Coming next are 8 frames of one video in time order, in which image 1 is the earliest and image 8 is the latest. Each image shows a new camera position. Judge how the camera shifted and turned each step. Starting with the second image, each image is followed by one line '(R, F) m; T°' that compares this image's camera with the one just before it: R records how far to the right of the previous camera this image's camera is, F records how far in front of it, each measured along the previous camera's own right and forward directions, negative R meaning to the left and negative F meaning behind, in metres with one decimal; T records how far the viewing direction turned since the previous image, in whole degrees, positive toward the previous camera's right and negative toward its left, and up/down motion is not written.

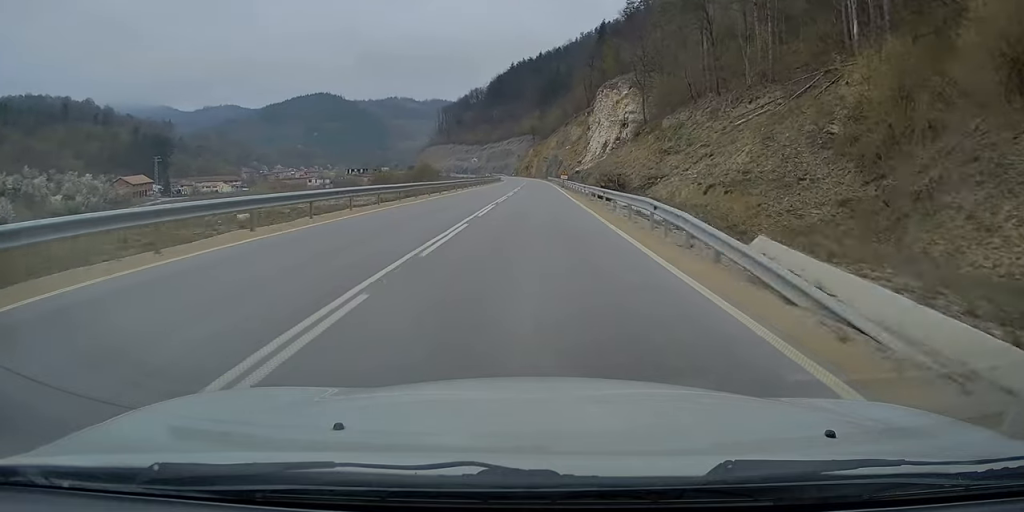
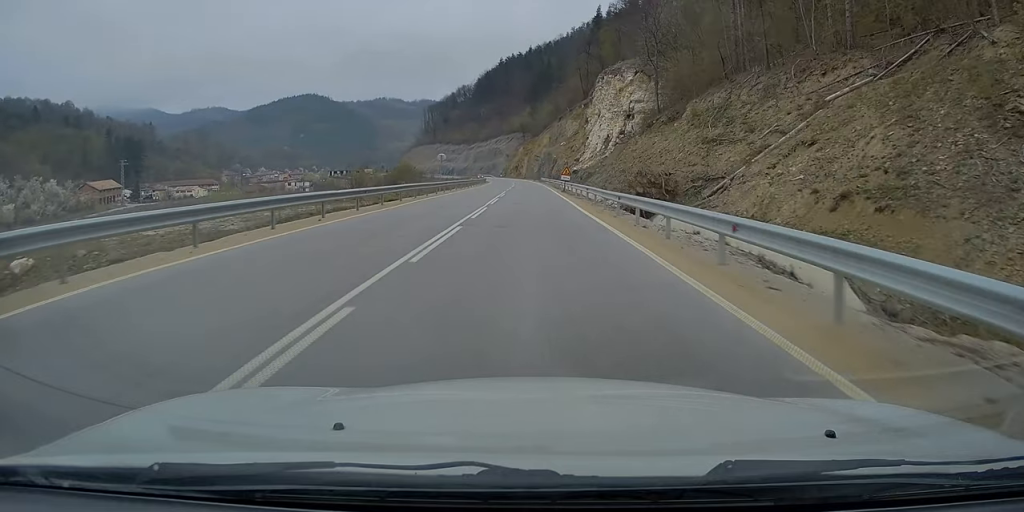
(-0.1, +18.3) m; -1°
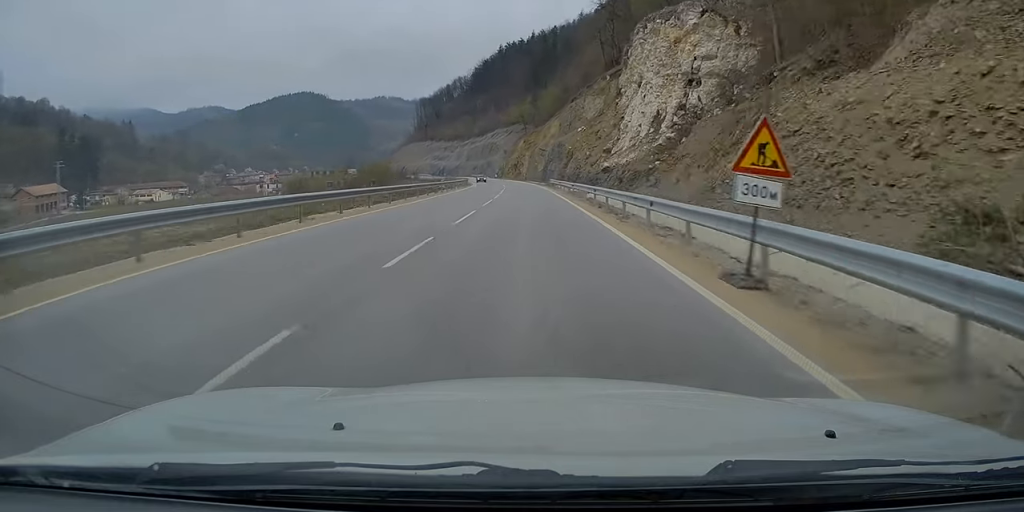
(-0.5, +41.6) m; -1°
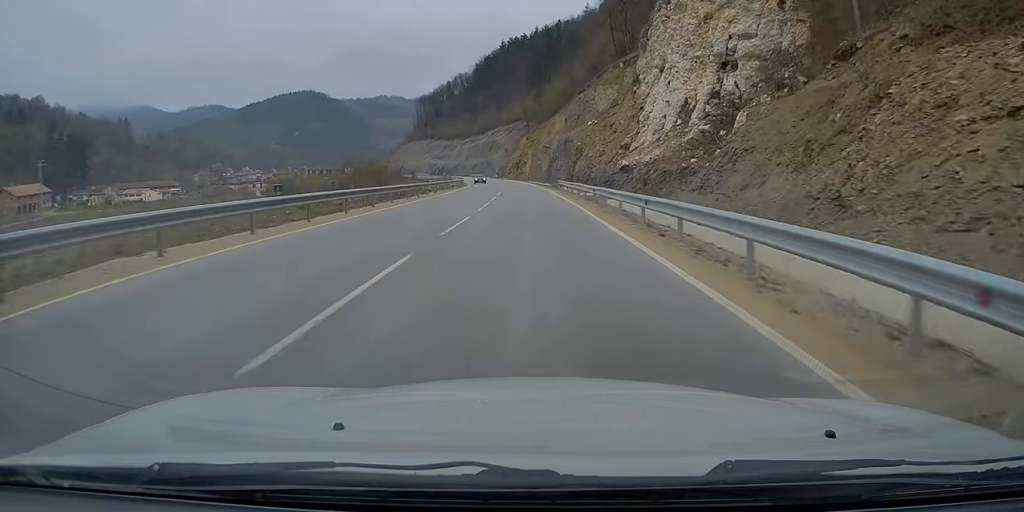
(0.0, +11.2) m; 0°
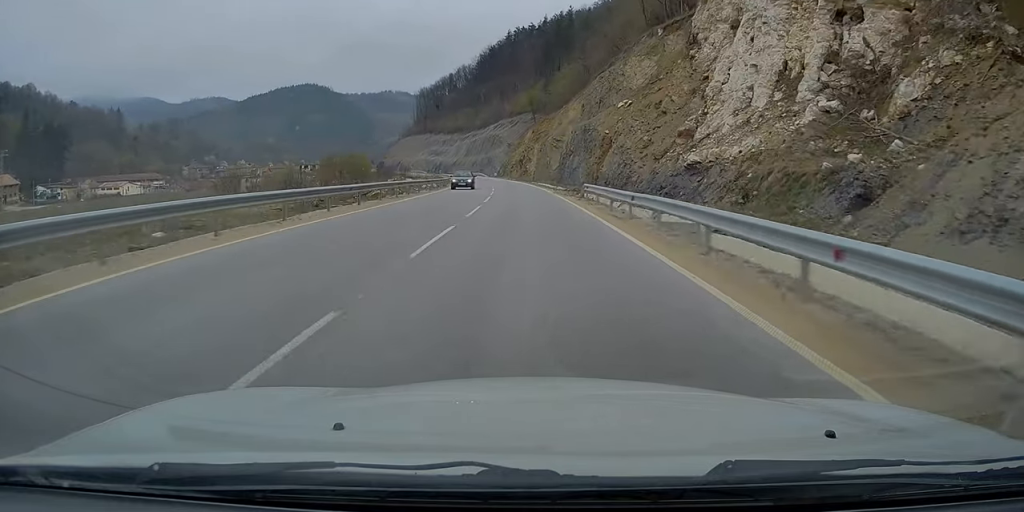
(-0.1, +21.7) m; -1°
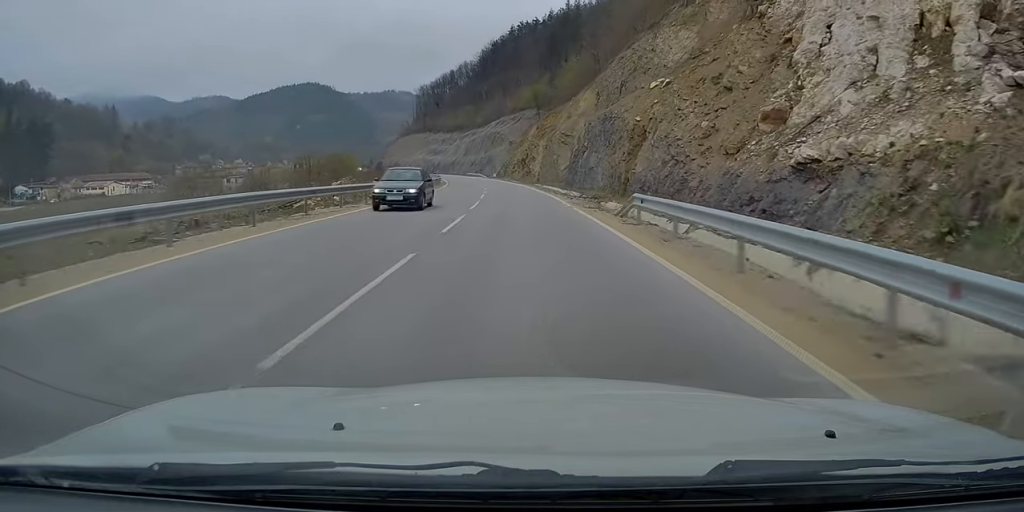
(0.0, +13.9) m; -1°
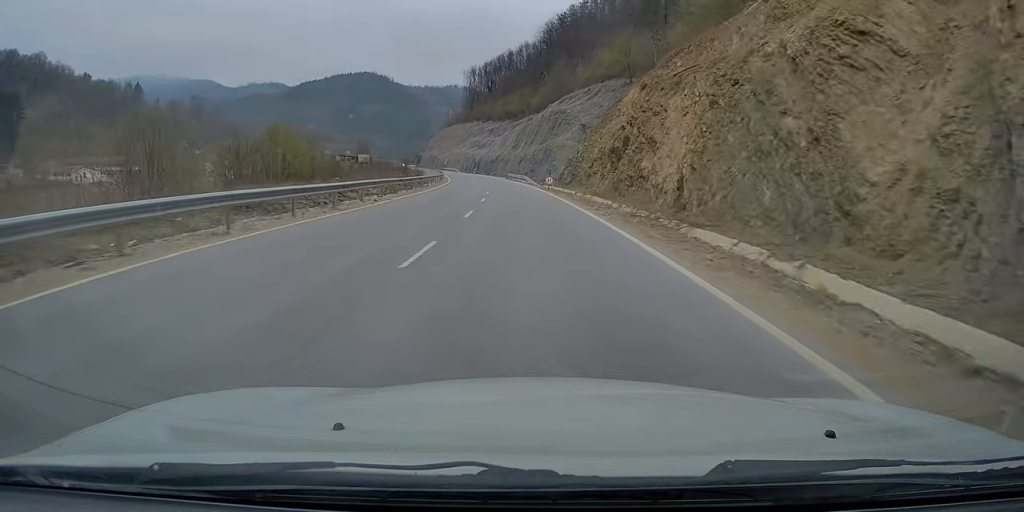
(-2.6, +58.8) m; -6°
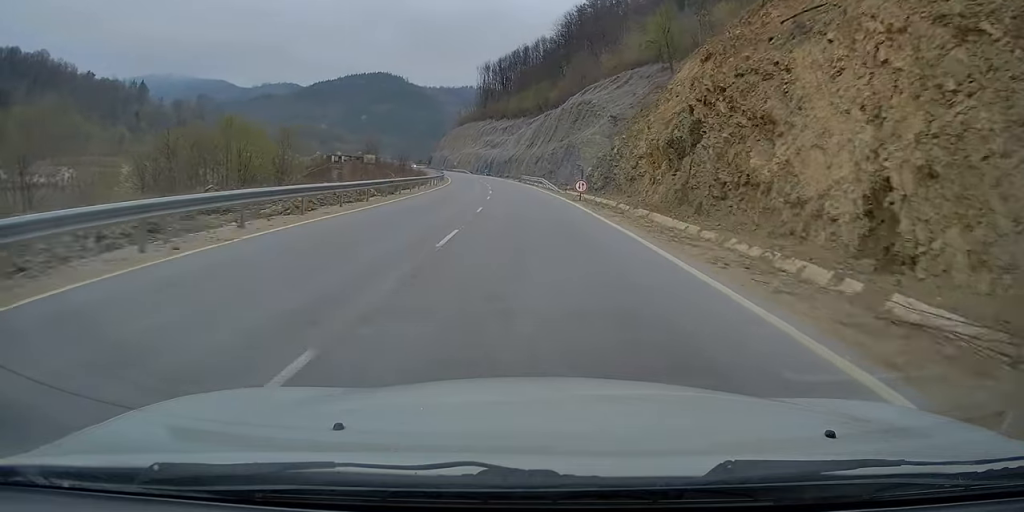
(-0.3, +15.9) m; -2°
